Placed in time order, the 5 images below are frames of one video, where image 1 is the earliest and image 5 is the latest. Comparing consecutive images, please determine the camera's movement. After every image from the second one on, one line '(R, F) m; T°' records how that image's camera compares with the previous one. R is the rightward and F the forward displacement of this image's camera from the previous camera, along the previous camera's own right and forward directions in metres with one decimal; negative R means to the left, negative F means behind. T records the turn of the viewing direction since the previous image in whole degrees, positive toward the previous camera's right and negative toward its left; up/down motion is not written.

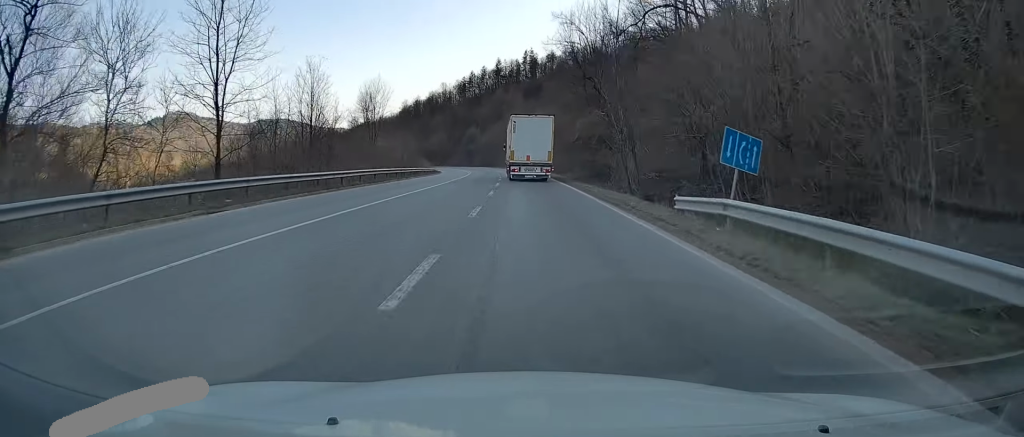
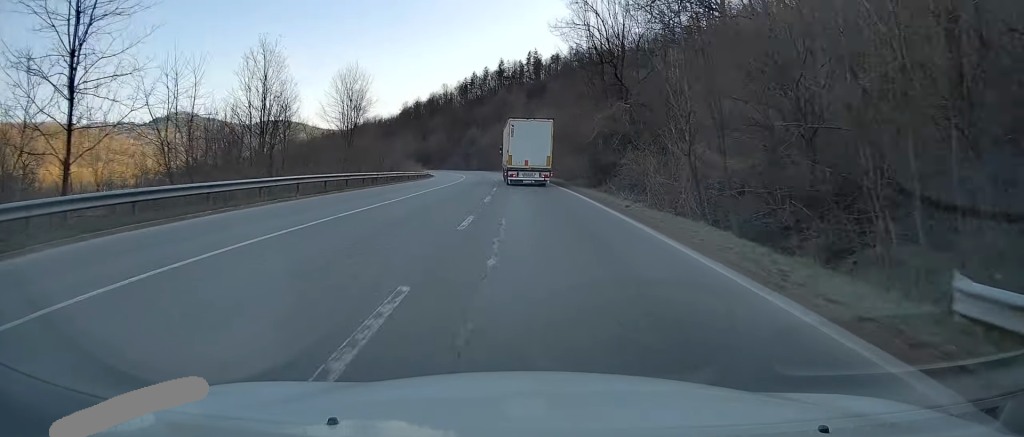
(0.0, +11.0) m; 0°
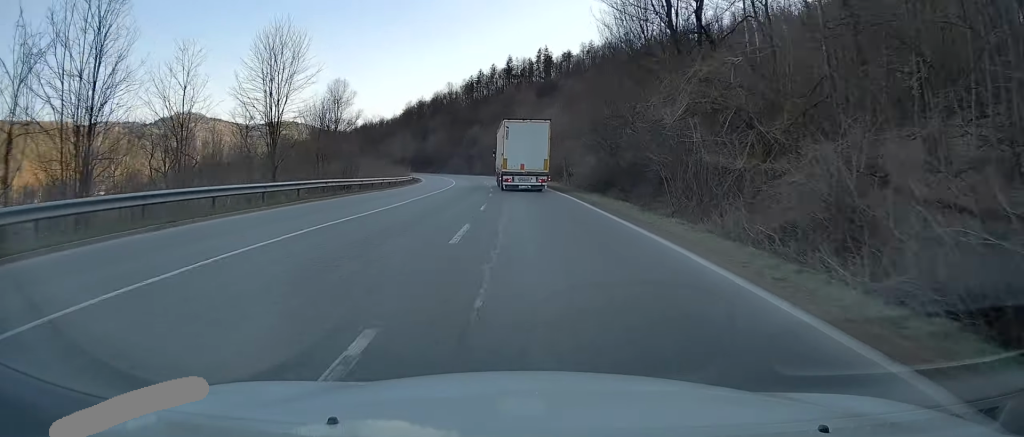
(-0.1, +20.2) m; -1°
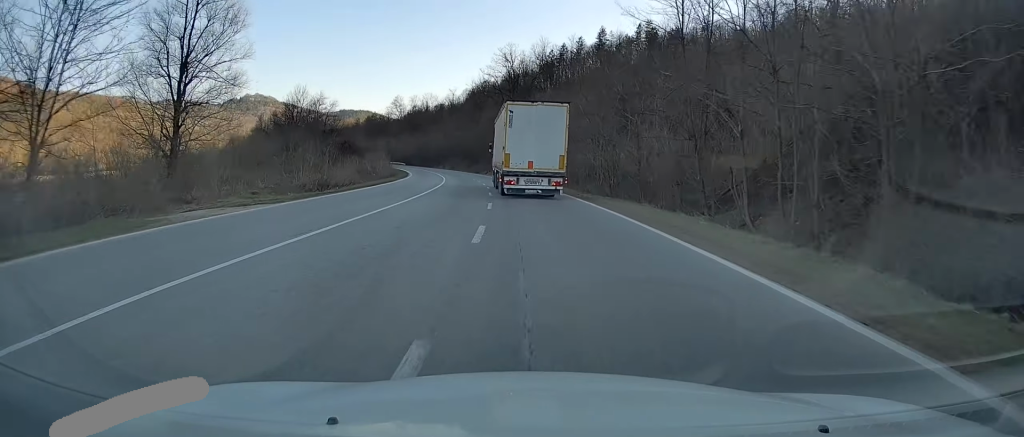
(-5.0, +72.9) m; -9°
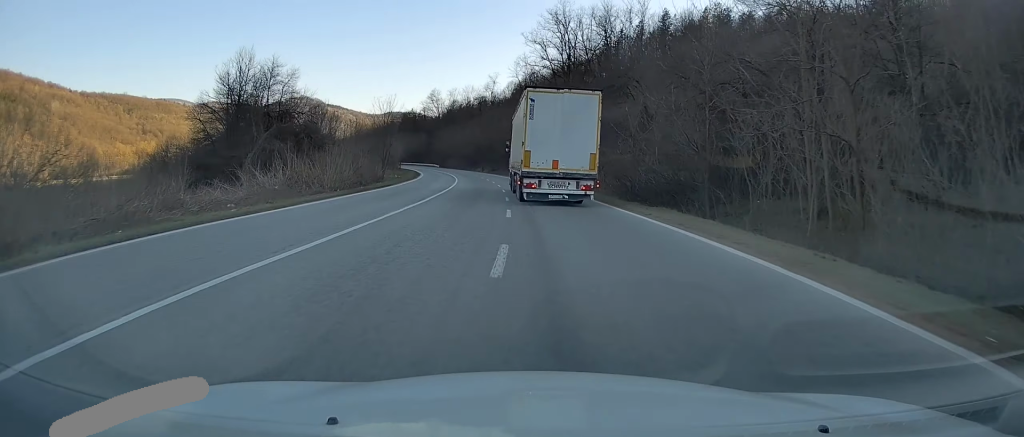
(-1.2, +31.0) m; -5°
